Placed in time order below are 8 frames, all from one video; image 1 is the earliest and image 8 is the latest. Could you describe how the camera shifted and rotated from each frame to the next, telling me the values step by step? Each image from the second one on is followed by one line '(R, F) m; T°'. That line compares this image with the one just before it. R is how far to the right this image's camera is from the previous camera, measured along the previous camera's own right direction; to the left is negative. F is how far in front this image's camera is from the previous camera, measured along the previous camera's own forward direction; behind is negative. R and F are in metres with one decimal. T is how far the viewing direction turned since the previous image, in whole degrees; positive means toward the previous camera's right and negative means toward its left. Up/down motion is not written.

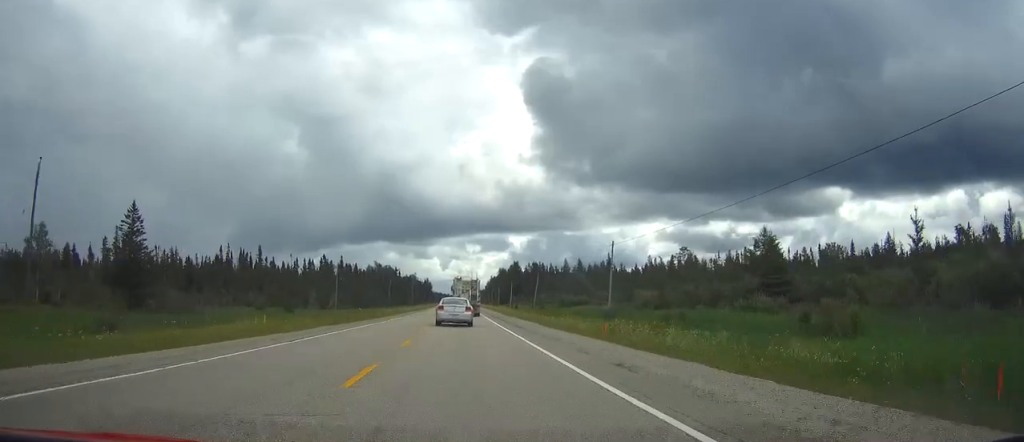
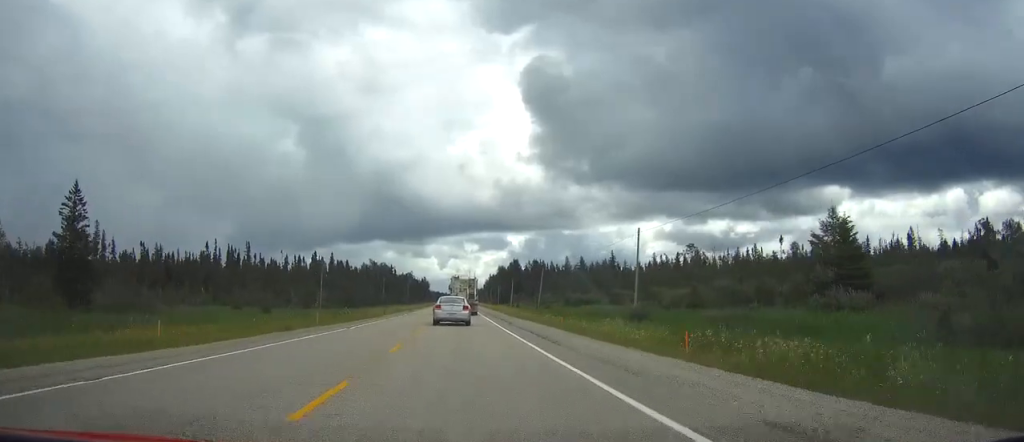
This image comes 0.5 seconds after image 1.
(0.0, +12.0) m; 0°
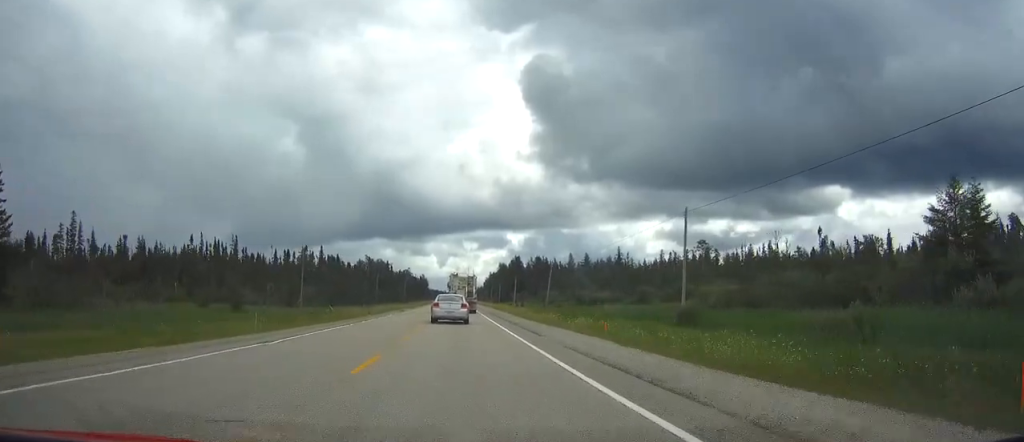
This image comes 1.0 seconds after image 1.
(0.0, +13.8) m; 0°
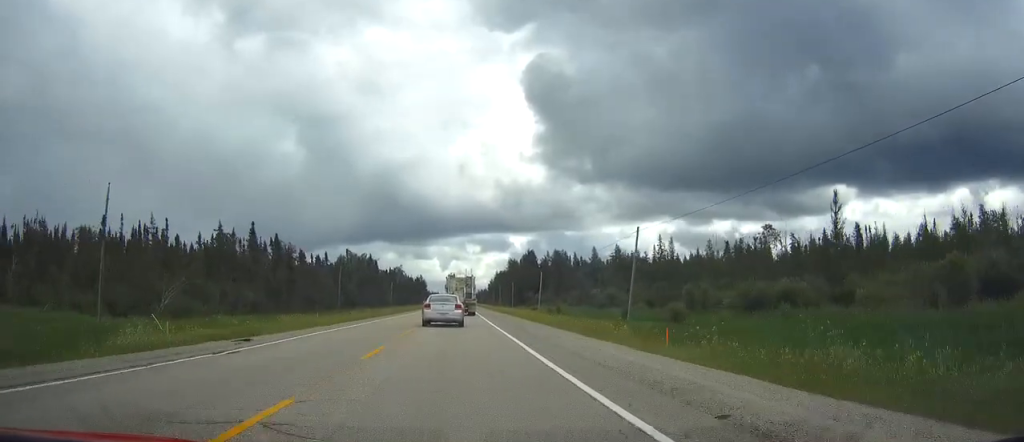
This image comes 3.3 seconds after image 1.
(-0.1, +59.5) m; 0°
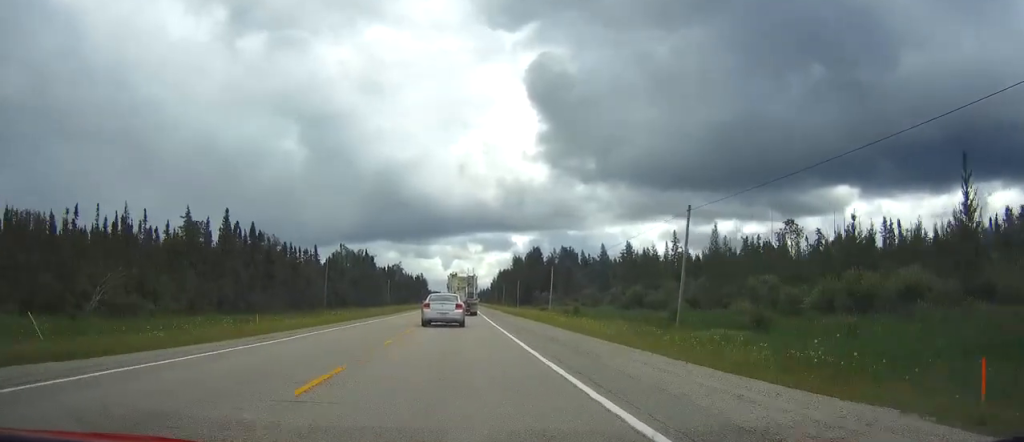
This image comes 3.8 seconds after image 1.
(0.0, +14.0) m; 0°
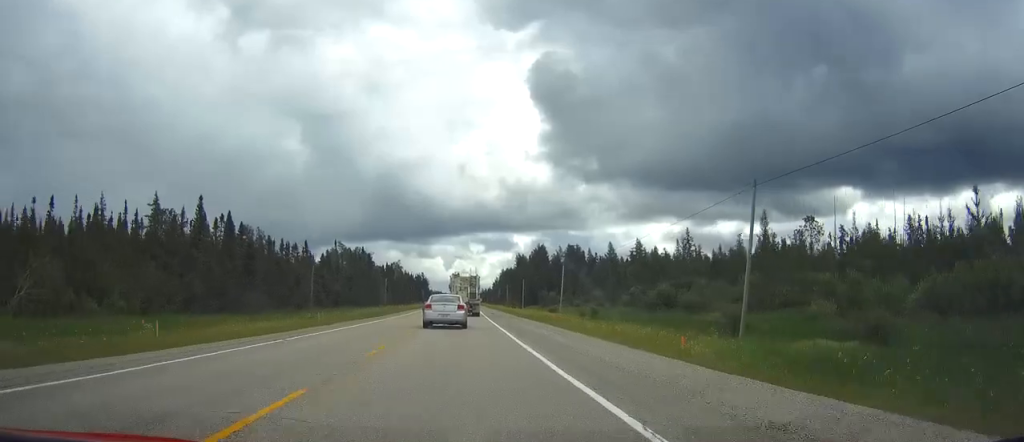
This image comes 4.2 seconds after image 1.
(0.0, +11.4) m; 0°
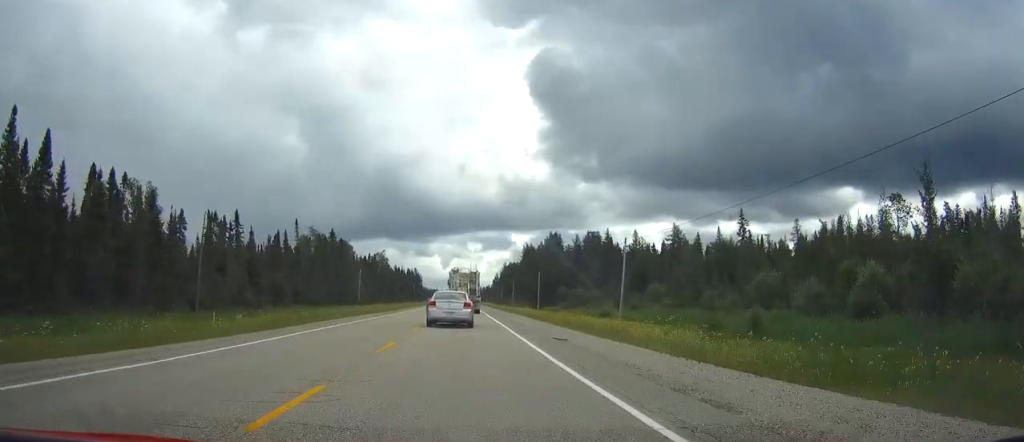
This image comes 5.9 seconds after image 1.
(+0.1, +44.2) m; 0°
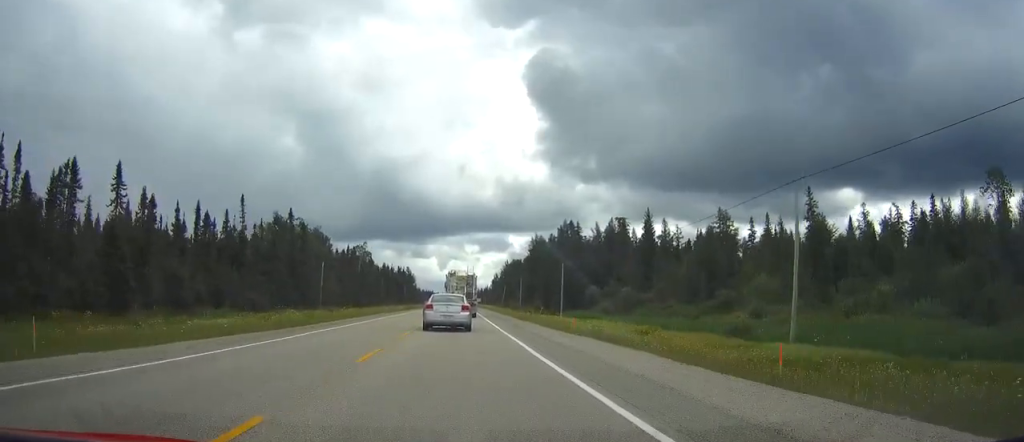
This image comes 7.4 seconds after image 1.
(+0.1, +37.3) m; 0°
